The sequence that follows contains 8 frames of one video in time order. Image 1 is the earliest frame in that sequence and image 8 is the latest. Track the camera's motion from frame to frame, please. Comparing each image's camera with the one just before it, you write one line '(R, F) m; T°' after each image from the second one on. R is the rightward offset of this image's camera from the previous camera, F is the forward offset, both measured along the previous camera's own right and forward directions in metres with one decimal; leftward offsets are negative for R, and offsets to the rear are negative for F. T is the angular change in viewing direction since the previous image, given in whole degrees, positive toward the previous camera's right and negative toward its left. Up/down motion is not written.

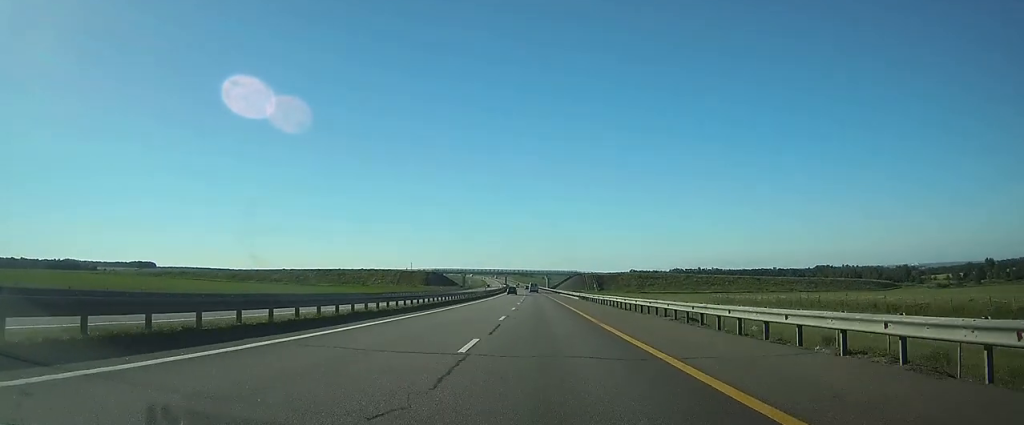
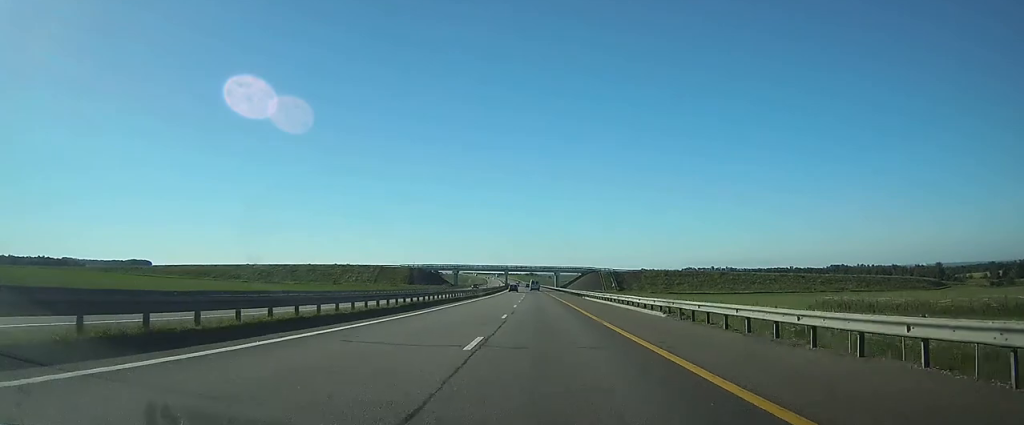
(-0.1, +47.7) m; 0°
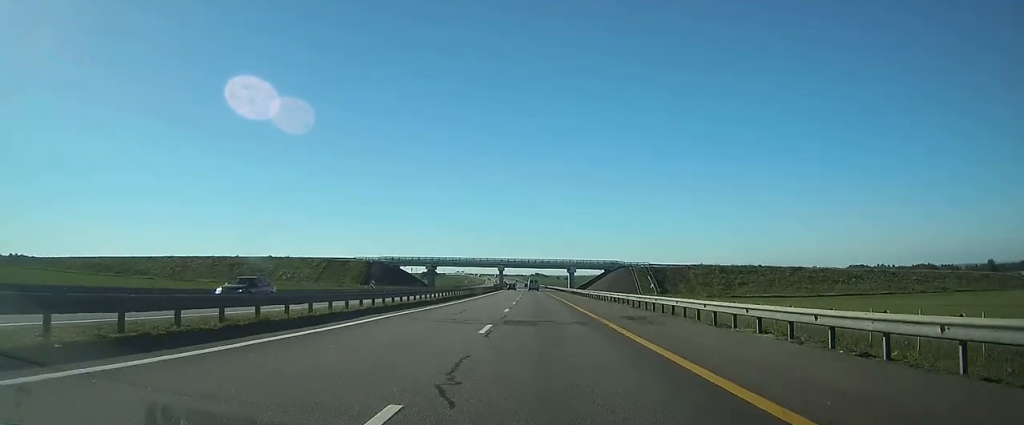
(-0.5, +67.9) m; -1°
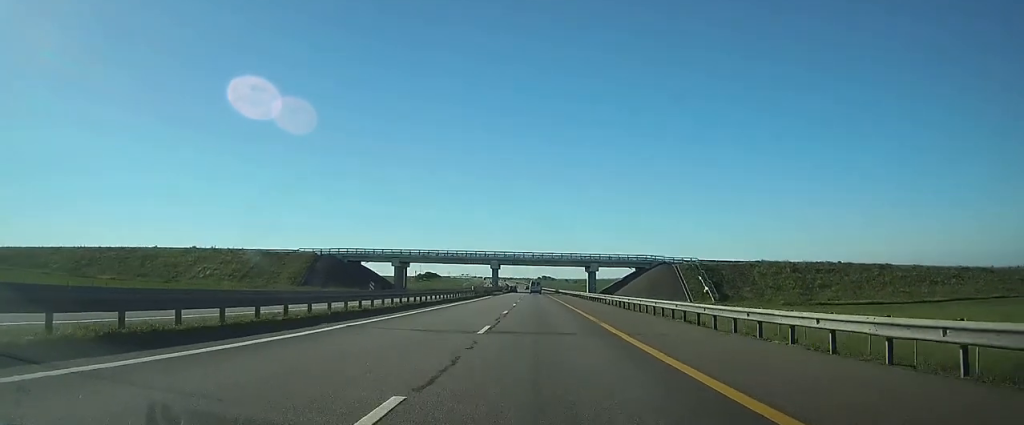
(-0.2, +47.2) m; -1°
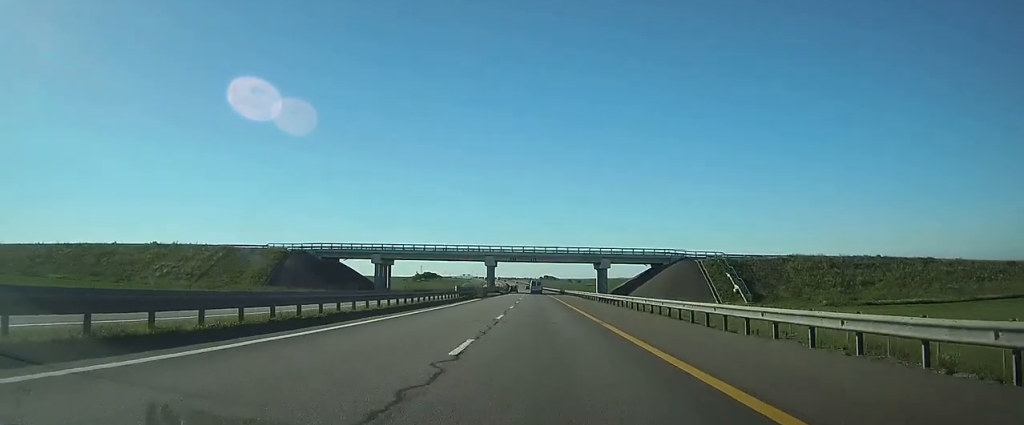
(0.0, +16.8) m; 0°
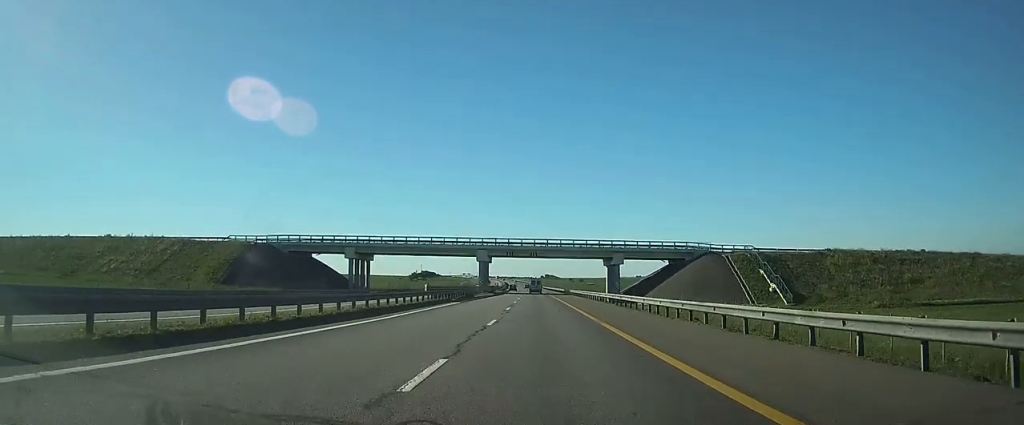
(0.0, +15.8) m; 0°
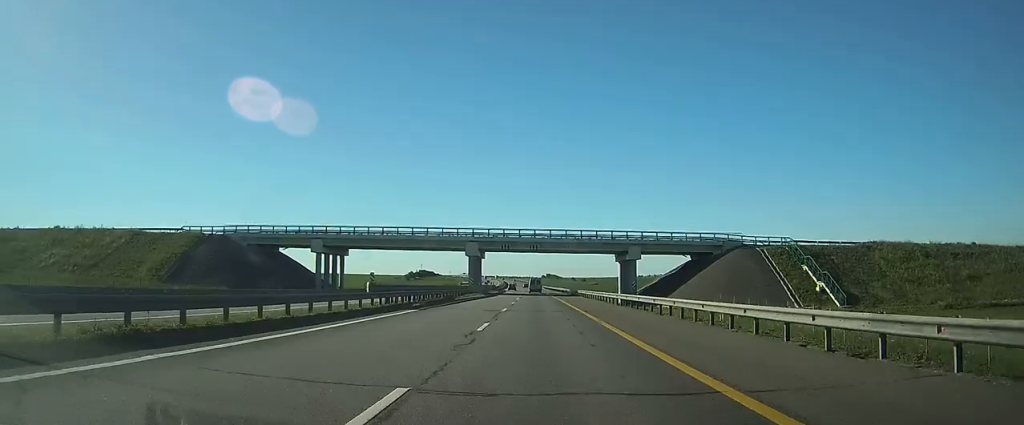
(0.0, +14.7) m; 0°
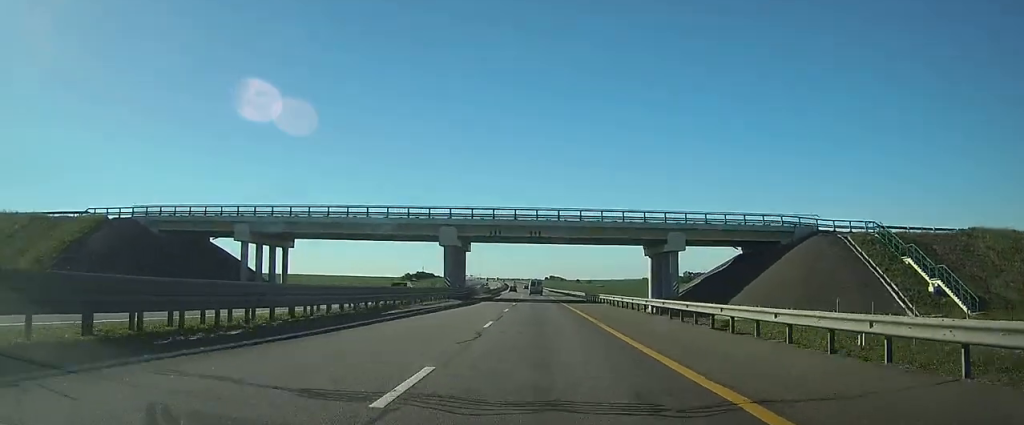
(-0.1, +22.1) m; 0°
